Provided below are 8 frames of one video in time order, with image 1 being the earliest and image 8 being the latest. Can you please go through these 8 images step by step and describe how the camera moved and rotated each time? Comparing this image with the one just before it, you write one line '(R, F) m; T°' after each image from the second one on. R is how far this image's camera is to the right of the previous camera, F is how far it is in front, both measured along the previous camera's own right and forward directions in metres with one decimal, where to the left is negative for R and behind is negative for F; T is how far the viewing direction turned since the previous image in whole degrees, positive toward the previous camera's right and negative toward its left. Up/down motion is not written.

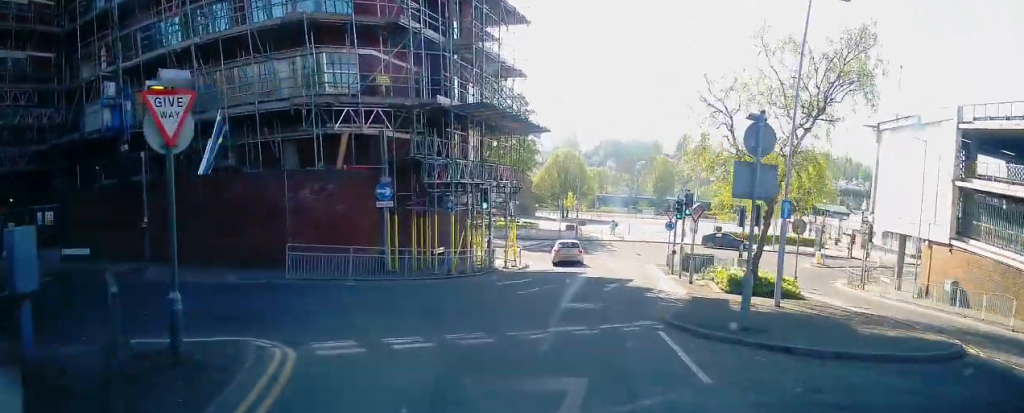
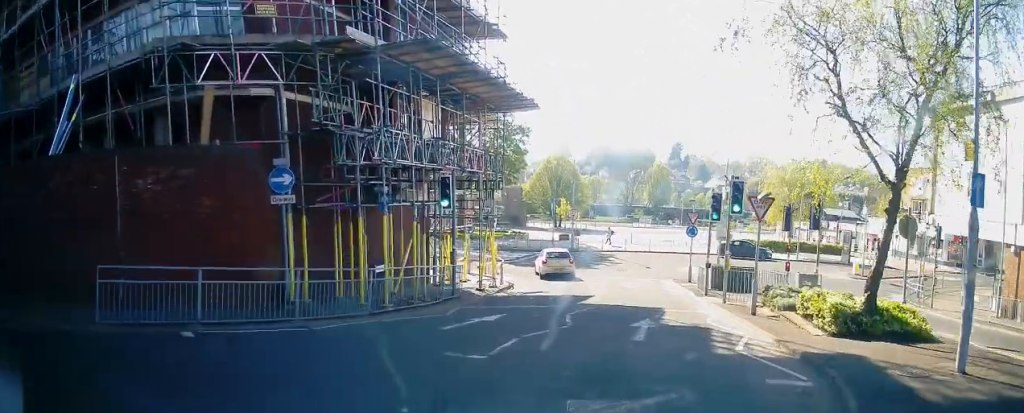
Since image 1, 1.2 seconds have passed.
(+0.2, +7.9) m; +5°
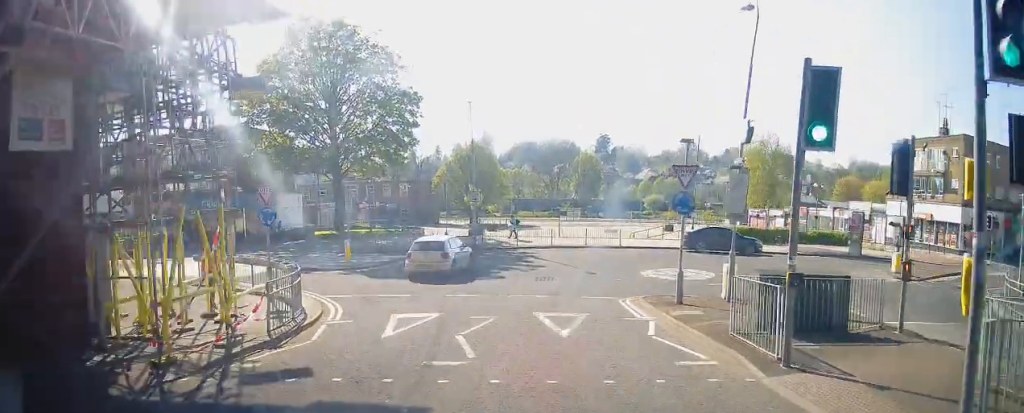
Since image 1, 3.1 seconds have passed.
(+0.7, +14.5) m; +1°
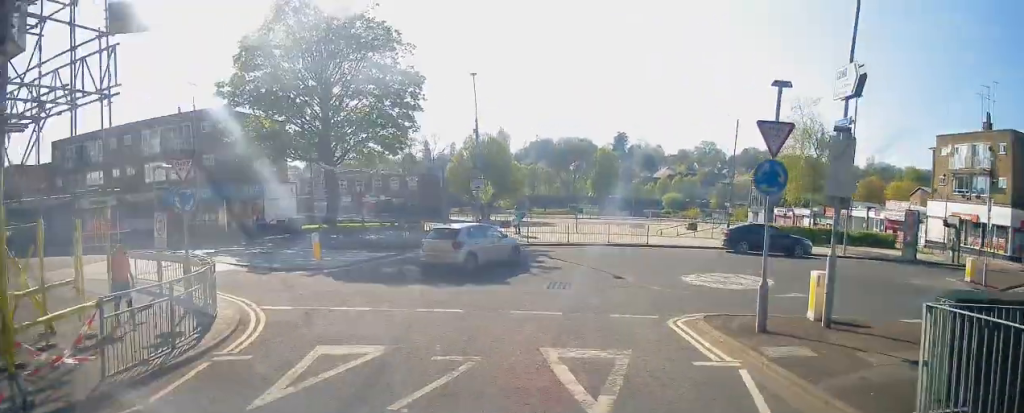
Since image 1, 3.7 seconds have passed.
(+0.1, +4.9) m; -3°
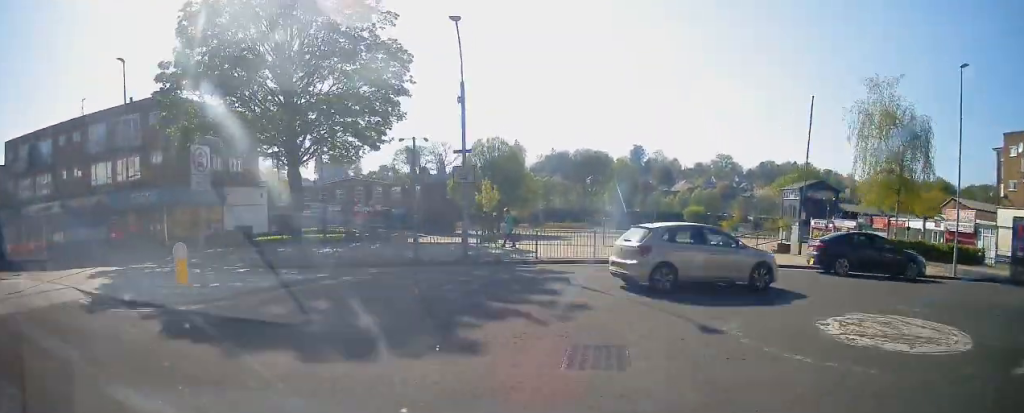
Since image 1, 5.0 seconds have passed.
(0.0, +8.6) m; +15°
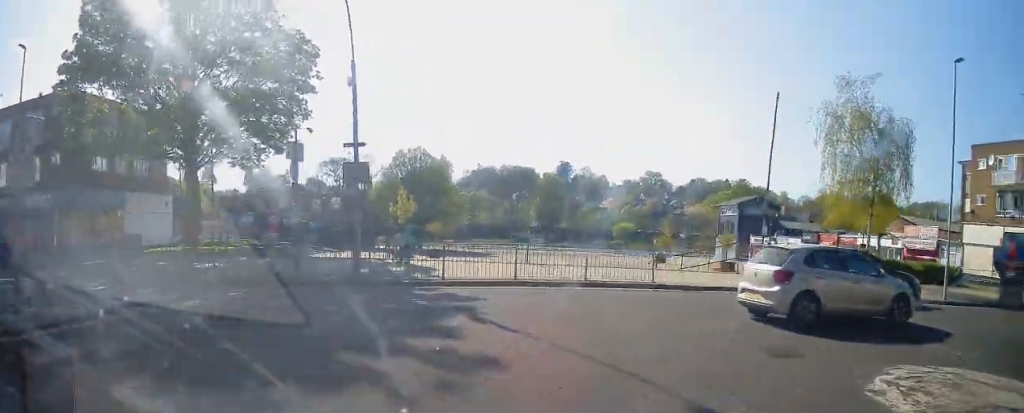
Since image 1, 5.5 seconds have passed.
(+0.5, +3.8) m; +16°
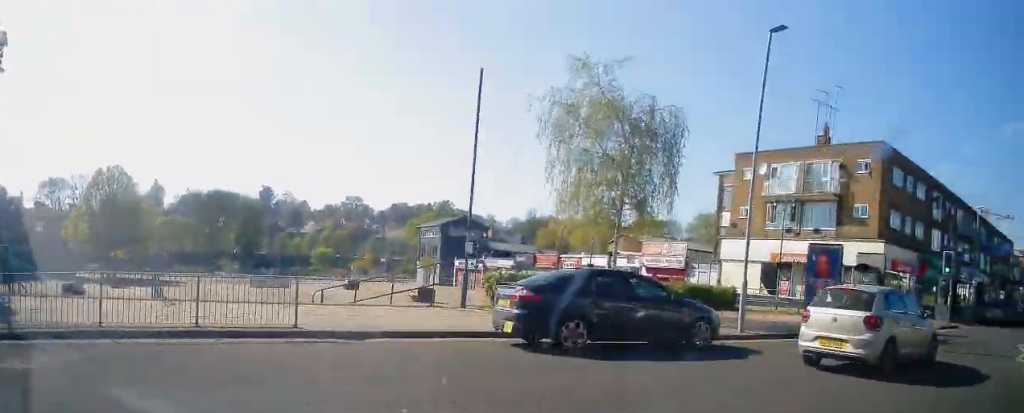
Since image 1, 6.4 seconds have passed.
(+1.5, +5.9) m; +25°
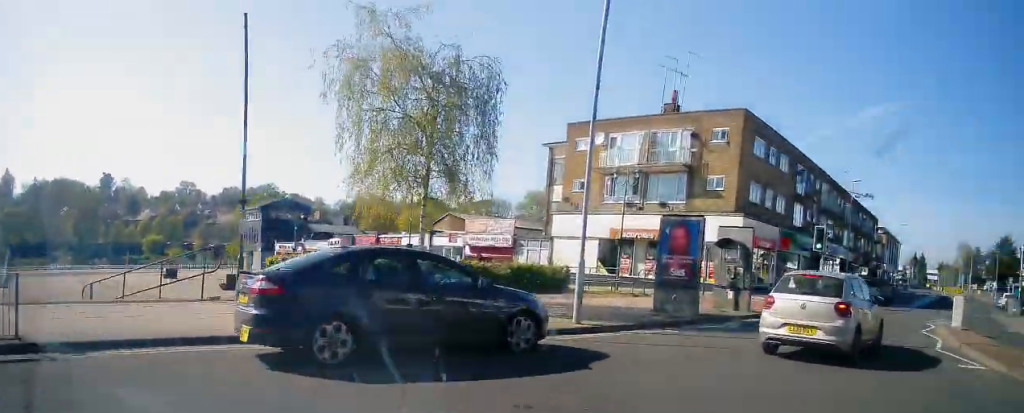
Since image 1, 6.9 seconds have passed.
(+0.2, +2.8) m; +11°
